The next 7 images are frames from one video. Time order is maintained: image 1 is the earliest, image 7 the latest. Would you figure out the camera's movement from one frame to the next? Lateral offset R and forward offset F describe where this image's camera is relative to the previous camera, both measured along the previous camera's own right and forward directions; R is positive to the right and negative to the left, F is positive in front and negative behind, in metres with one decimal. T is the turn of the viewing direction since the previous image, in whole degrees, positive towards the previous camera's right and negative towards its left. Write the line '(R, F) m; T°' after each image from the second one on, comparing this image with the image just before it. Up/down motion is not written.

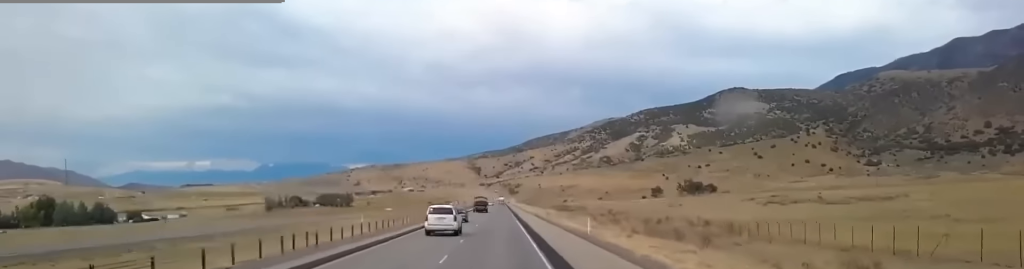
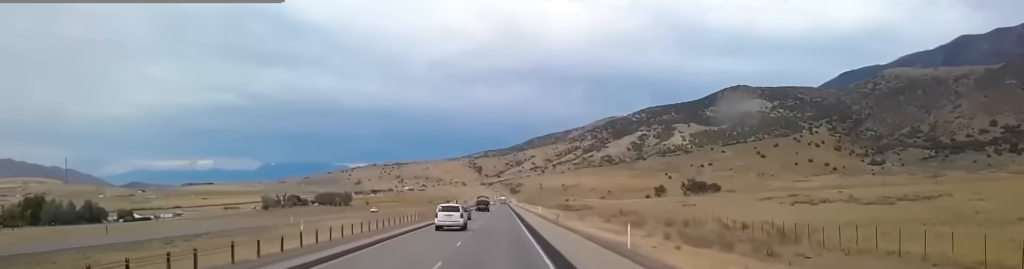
(0.0, +16.3) m; 0°
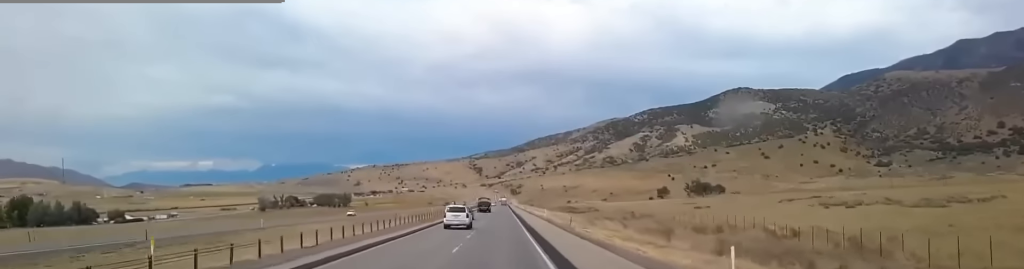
(0.0, +15.5) m; 0°
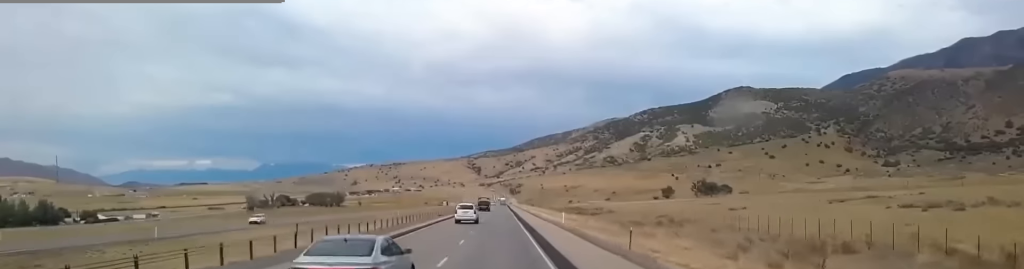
(+0.1, +29.9) m; 0°
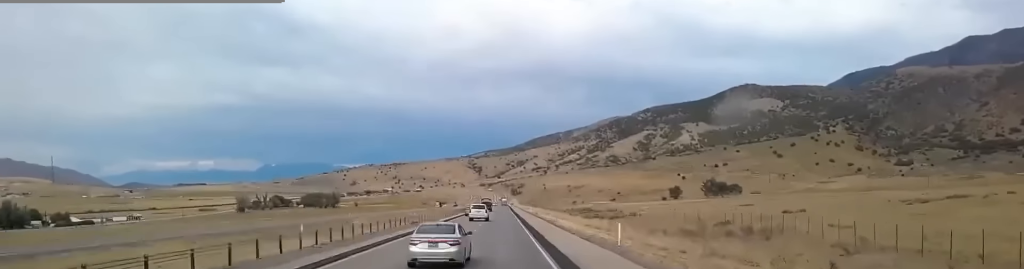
(0.0, +30.6) m; 0°
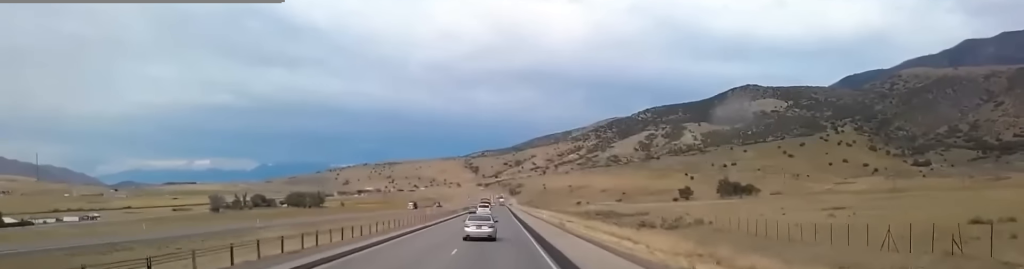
(-0.2, +51.2) m; 0°
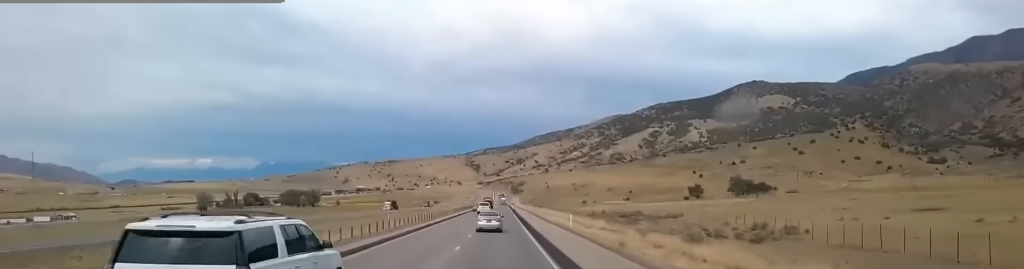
(+0.1, +33.8) m; 0°
